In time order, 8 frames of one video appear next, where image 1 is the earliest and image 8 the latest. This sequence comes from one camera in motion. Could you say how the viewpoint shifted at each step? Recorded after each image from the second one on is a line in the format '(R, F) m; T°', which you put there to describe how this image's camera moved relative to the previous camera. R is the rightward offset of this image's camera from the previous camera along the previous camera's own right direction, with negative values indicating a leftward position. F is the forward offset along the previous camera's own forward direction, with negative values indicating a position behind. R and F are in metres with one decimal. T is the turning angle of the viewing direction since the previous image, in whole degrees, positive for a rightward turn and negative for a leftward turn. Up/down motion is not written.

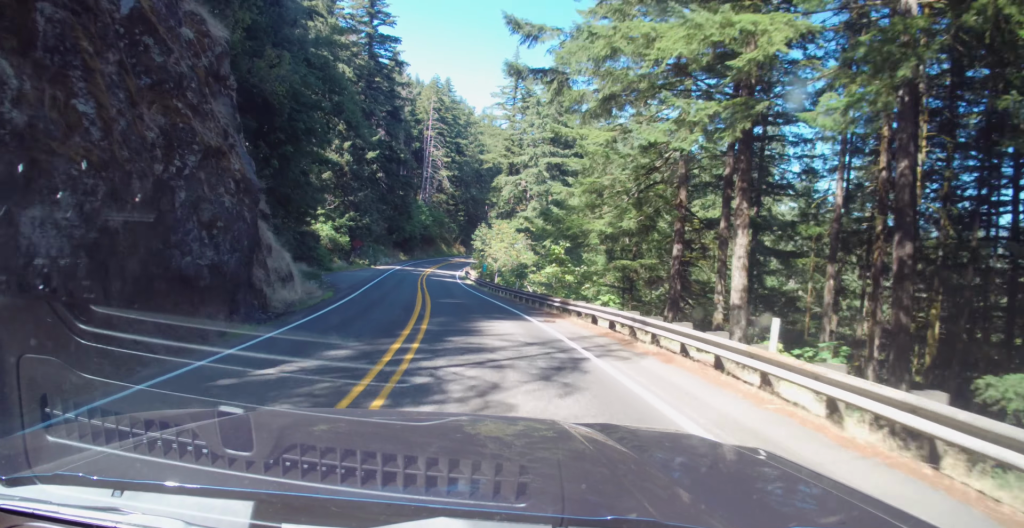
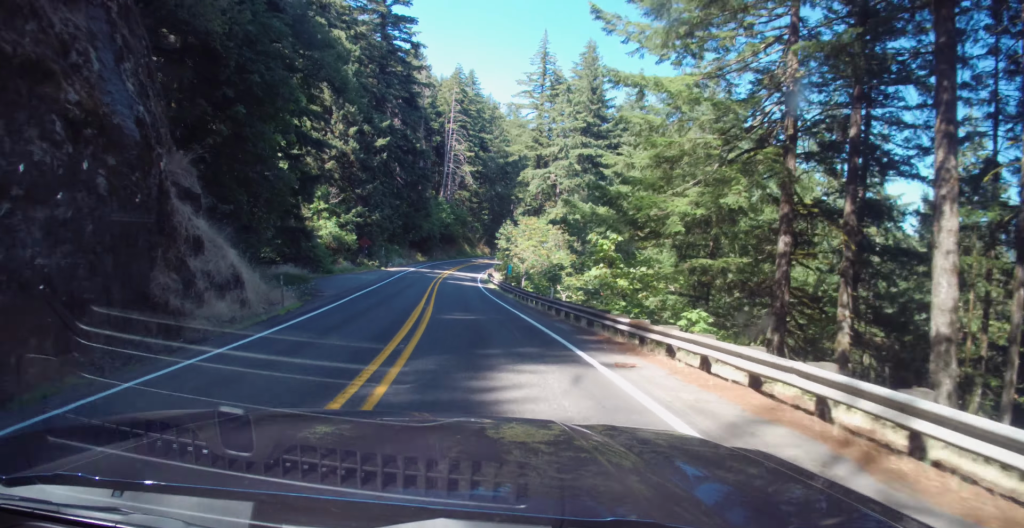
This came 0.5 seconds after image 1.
(-0.1, +9.4) m; -2°
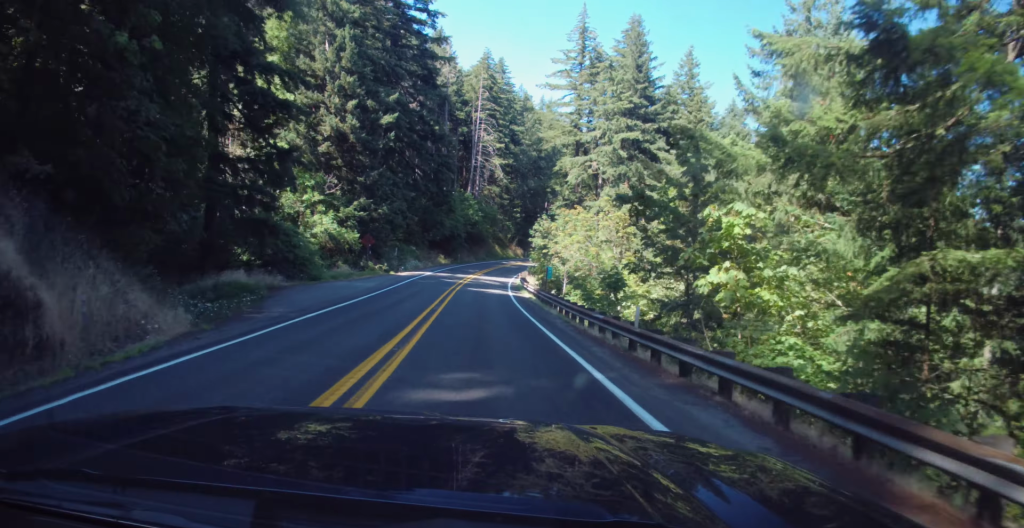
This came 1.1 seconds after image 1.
(-0.7, +12.4) m; -2°
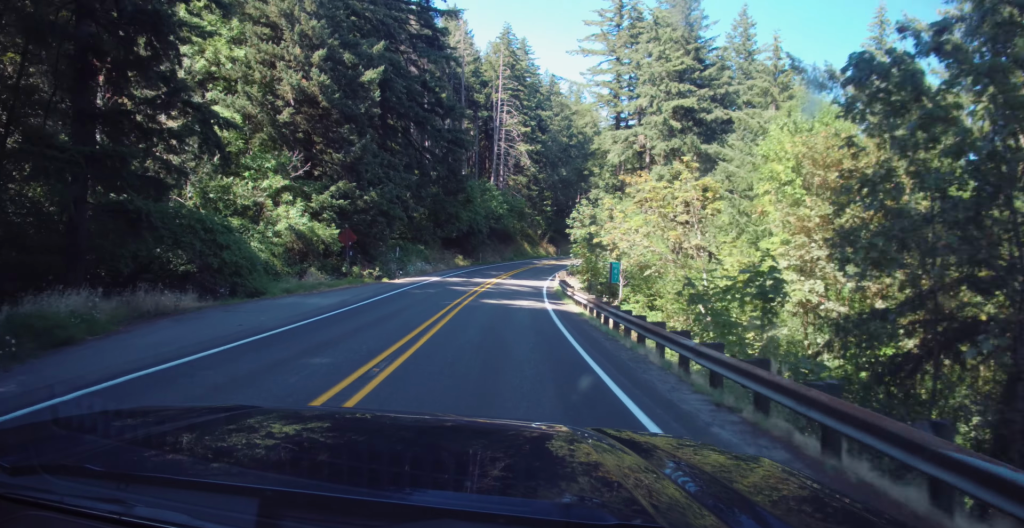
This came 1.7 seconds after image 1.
(-0.2, +14.3) m; -3°
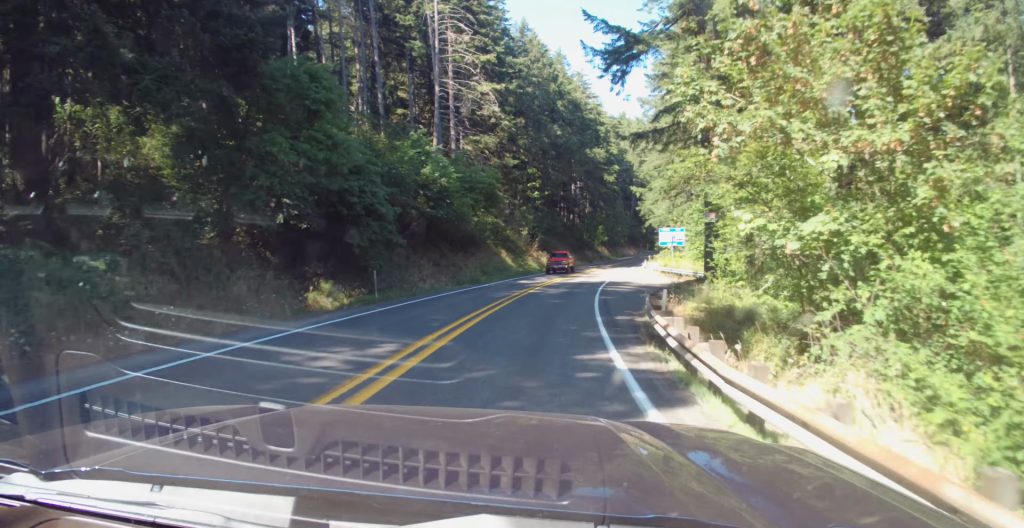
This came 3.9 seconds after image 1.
(-4.1, +45.3) m; -7°
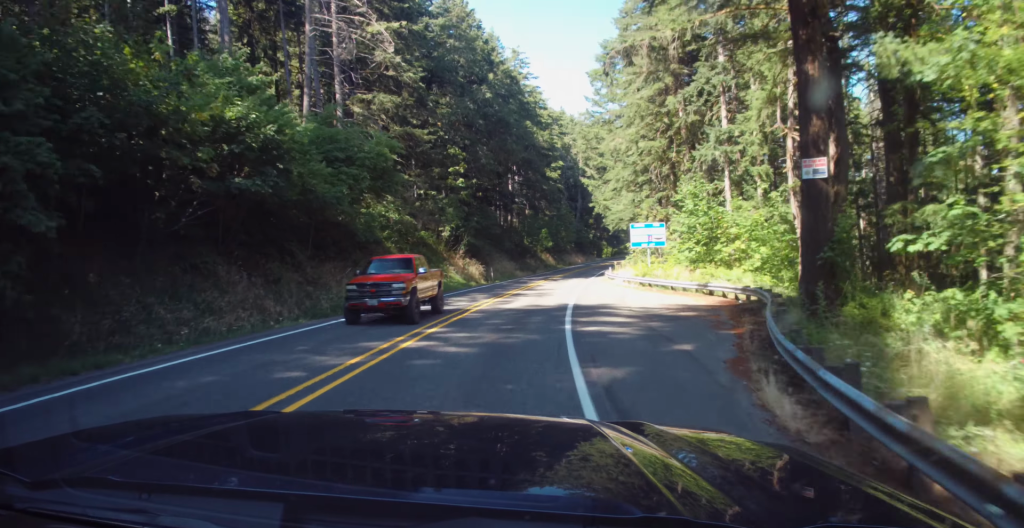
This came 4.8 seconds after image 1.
(+0.2, +19.0) m; +1°
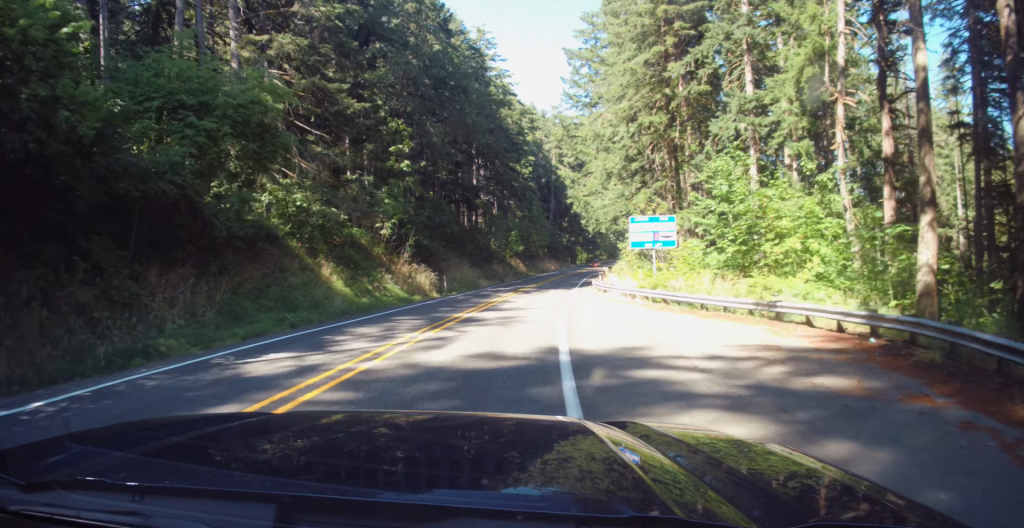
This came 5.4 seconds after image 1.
(+0.1, +13.4) m; +1°
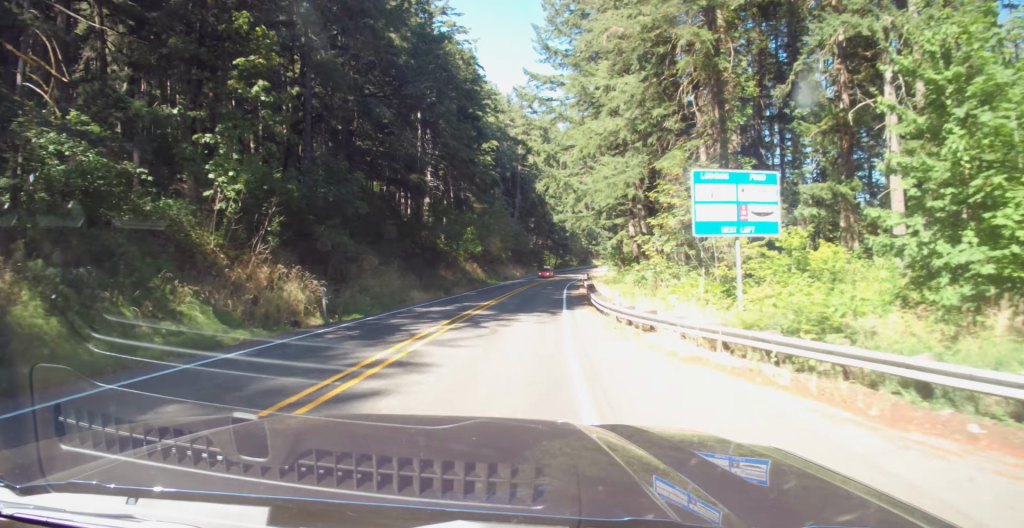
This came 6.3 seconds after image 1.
(0.0, +19.7) m; 0°
